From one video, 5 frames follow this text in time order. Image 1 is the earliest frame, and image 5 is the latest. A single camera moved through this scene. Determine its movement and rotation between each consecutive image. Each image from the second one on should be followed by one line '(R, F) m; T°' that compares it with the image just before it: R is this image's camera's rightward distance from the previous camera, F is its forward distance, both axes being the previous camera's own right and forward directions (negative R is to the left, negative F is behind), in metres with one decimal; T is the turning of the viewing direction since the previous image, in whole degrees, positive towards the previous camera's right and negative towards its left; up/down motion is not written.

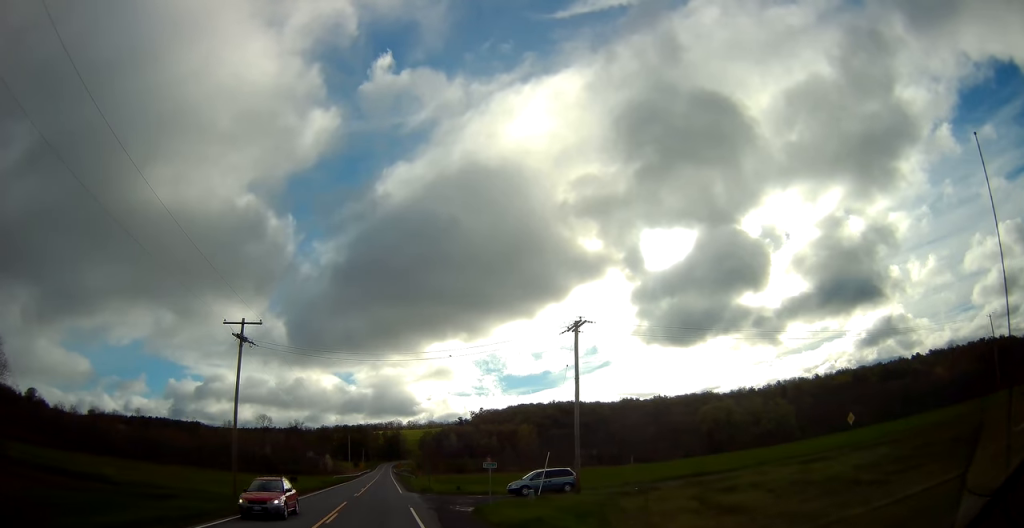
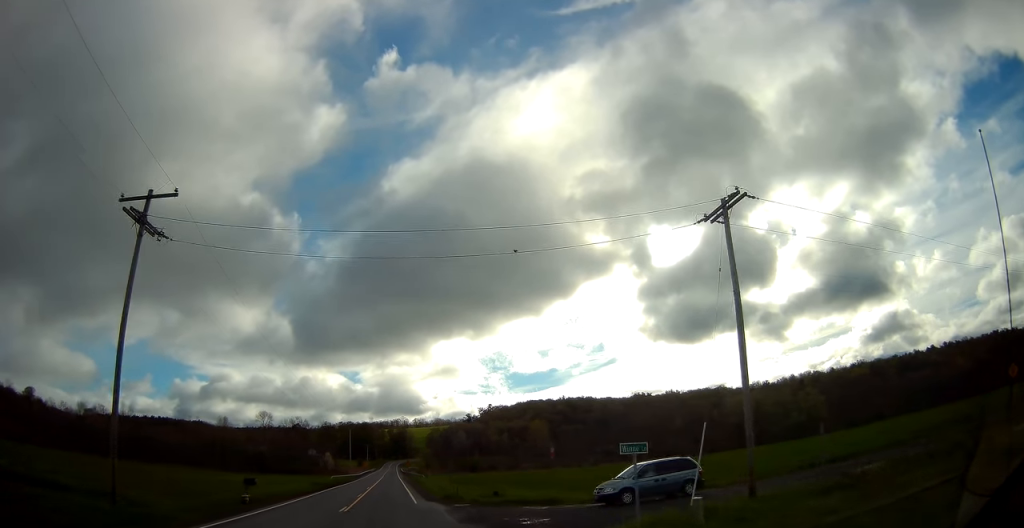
(-0.3, +15.5) m; 0°
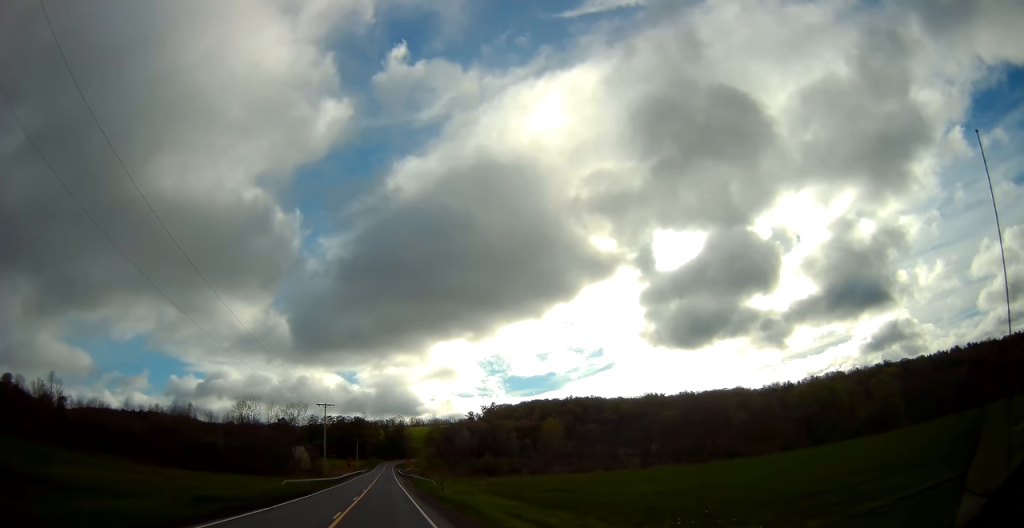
(+0.6, +40.2) m; 0°
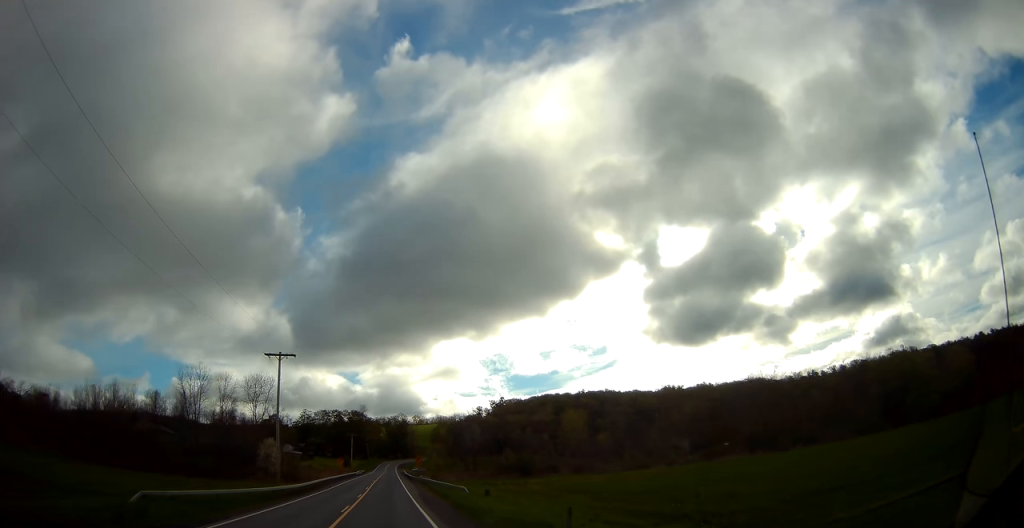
(-0.3, +33.0) m; 0°
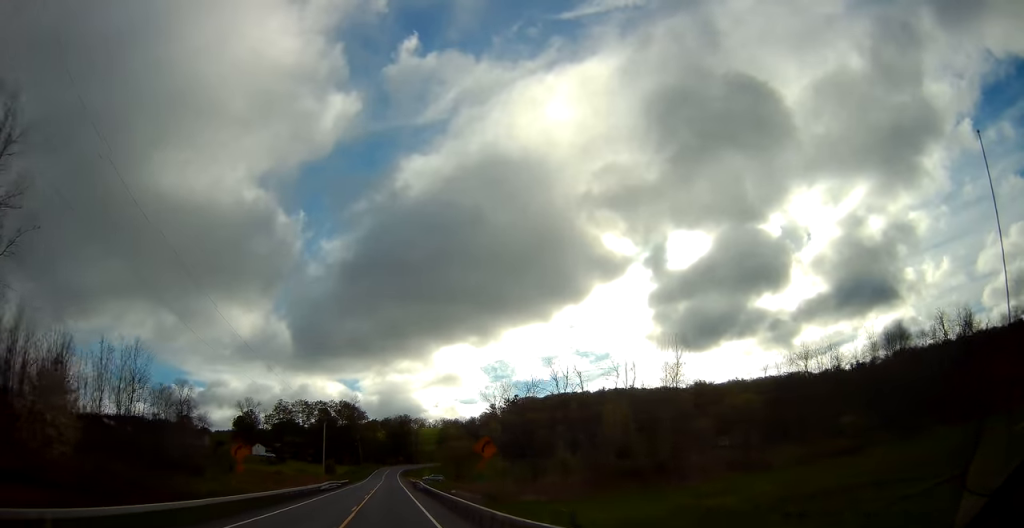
(+0.2, +58.6) m; 0°
